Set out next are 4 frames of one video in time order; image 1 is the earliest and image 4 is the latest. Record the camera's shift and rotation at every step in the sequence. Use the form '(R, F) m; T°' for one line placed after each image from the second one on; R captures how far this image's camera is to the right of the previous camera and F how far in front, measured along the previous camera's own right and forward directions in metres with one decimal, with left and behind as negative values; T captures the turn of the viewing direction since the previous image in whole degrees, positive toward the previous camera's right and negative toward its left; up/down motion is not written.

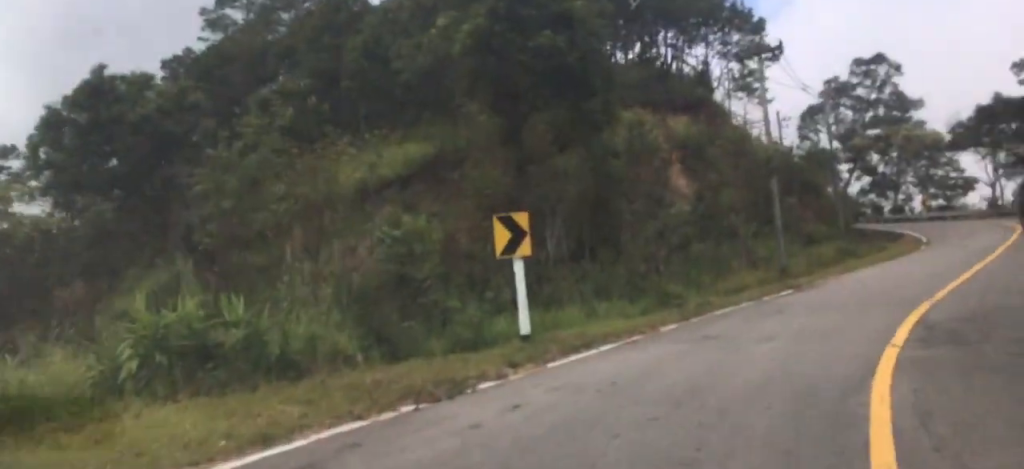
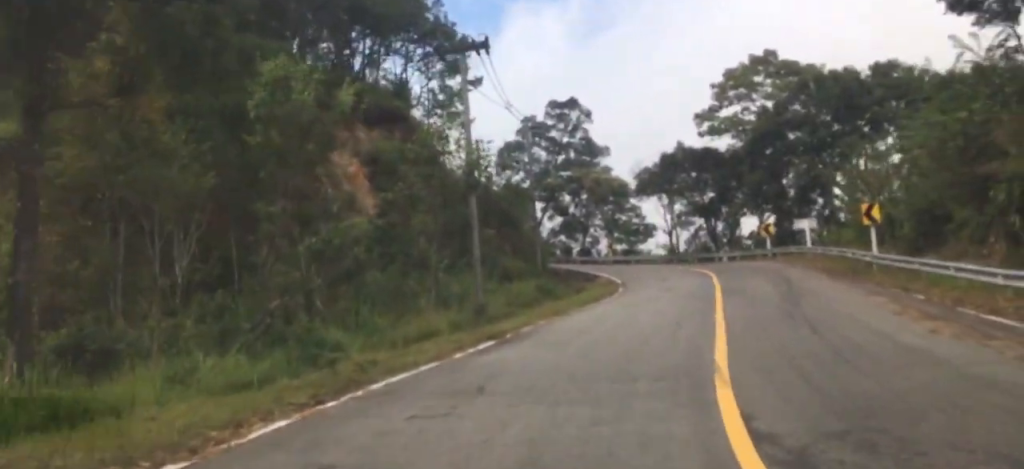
(+1.5, +7.6) m; +27°
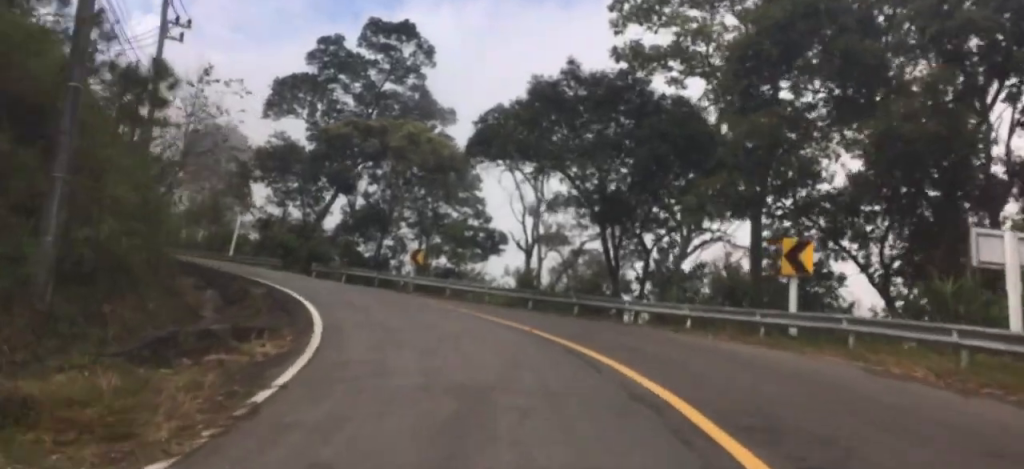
(+8.6, +32.7) m; +12°
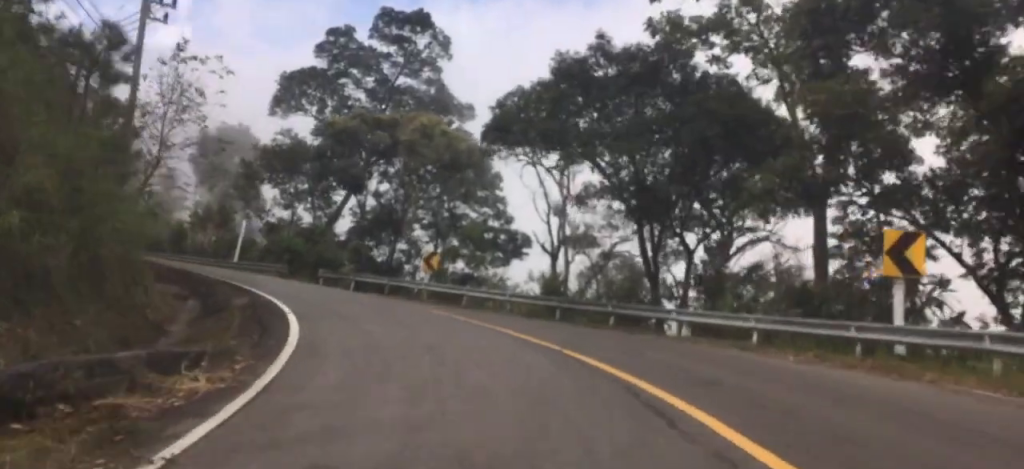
(+0.3, +3.7) m; 0°
